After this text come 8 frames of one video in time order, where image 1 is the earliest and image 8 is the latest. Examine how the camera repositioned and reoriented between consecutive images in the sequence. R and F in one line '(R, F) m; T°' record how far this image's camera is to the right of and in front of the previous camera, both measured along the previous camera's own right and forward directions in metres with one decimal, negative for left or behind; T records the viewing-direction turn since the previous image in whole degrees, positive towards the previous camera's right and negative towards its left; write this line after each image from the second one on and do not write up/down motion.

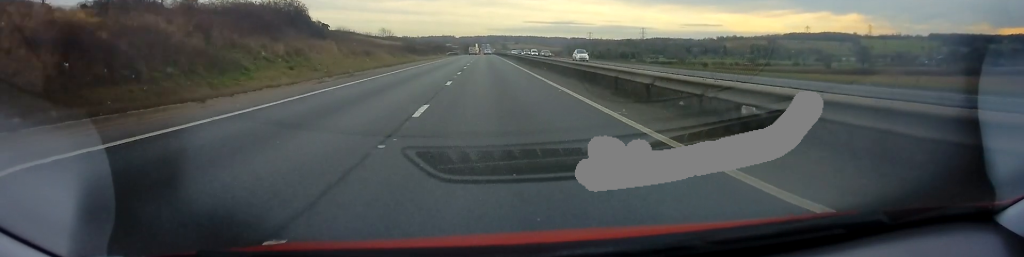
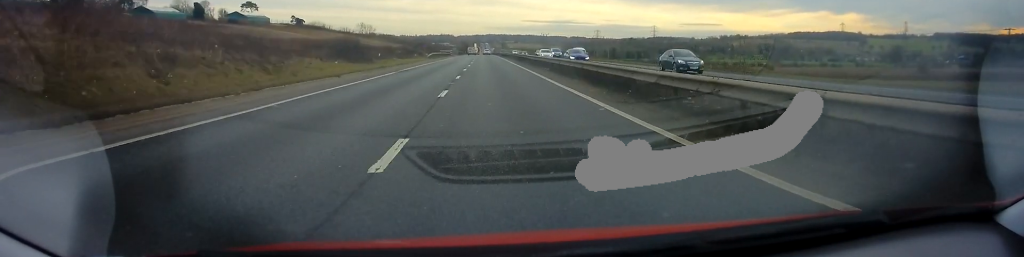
(+0.2, +41.1) m; +1°
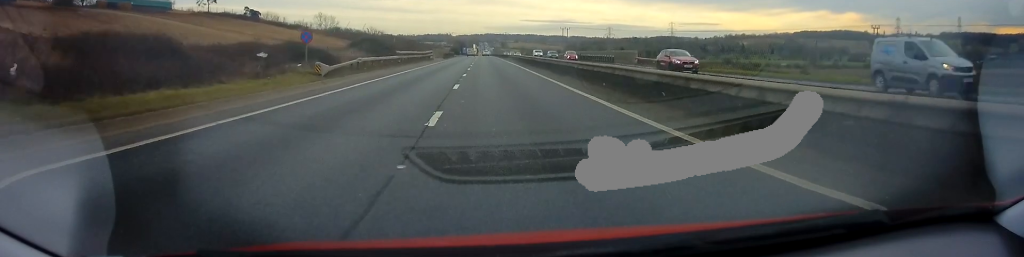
(-0.4, +52.3) m; -1°
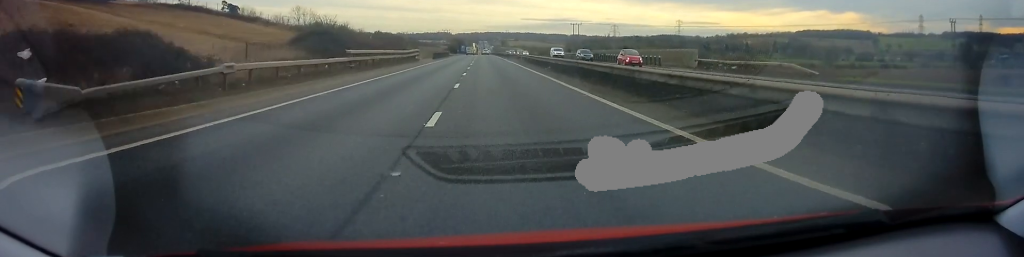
(0.0, +18.8) m; +1°
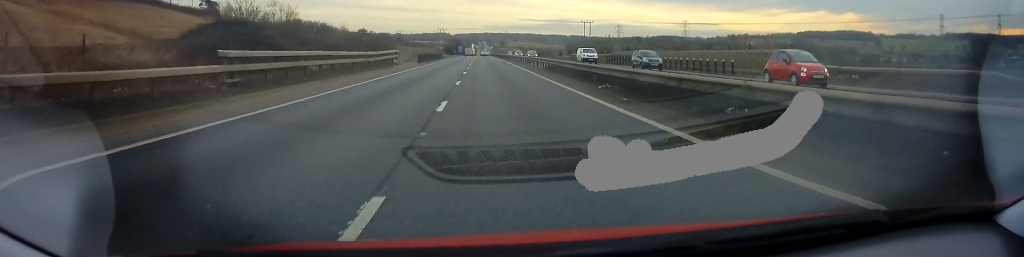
(+0.2, +15.8) m; 0°
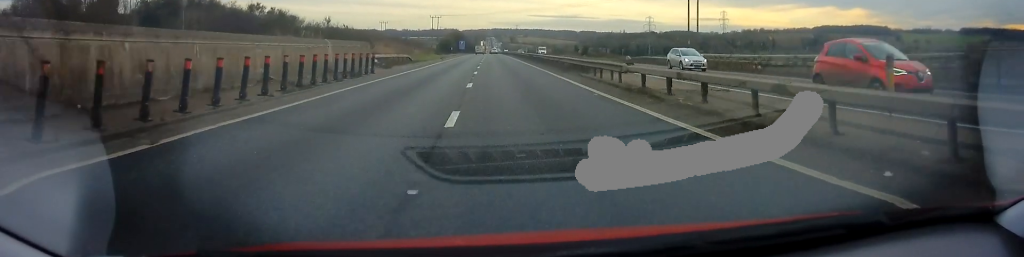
(-0.5, +58.7) m; -1°
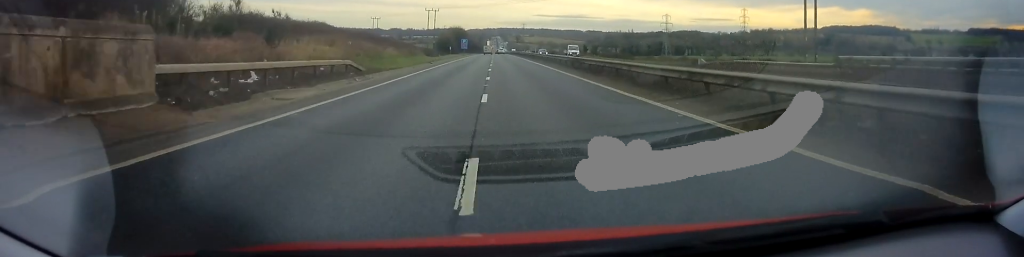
(0.0, +24.0) m; -1°
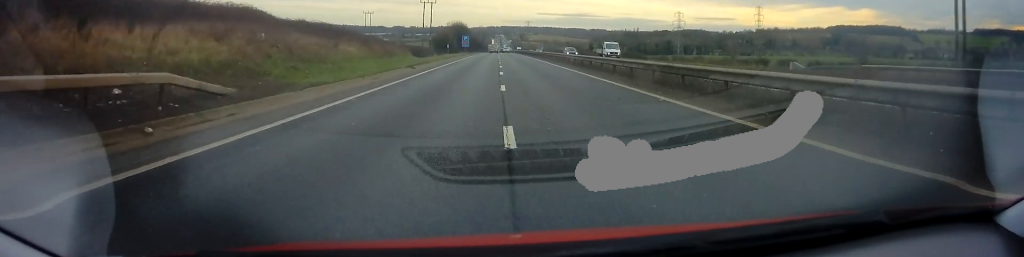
(0.0, +16.0) m; -1°
